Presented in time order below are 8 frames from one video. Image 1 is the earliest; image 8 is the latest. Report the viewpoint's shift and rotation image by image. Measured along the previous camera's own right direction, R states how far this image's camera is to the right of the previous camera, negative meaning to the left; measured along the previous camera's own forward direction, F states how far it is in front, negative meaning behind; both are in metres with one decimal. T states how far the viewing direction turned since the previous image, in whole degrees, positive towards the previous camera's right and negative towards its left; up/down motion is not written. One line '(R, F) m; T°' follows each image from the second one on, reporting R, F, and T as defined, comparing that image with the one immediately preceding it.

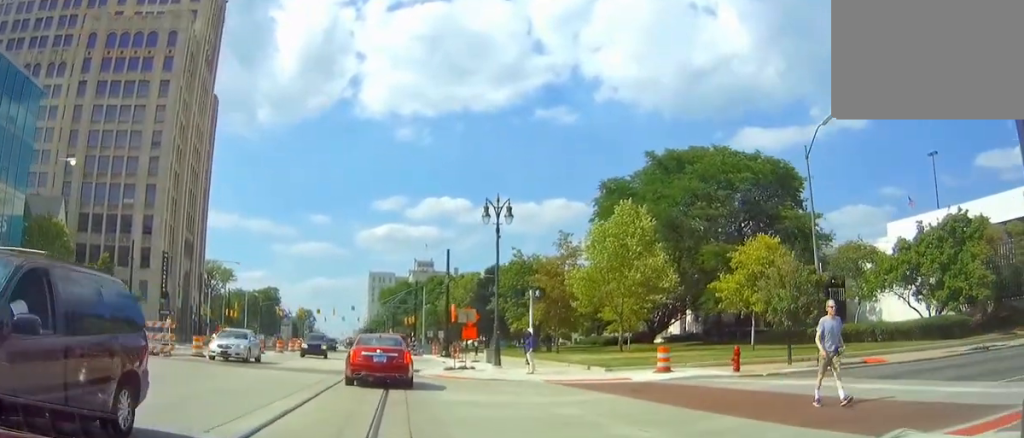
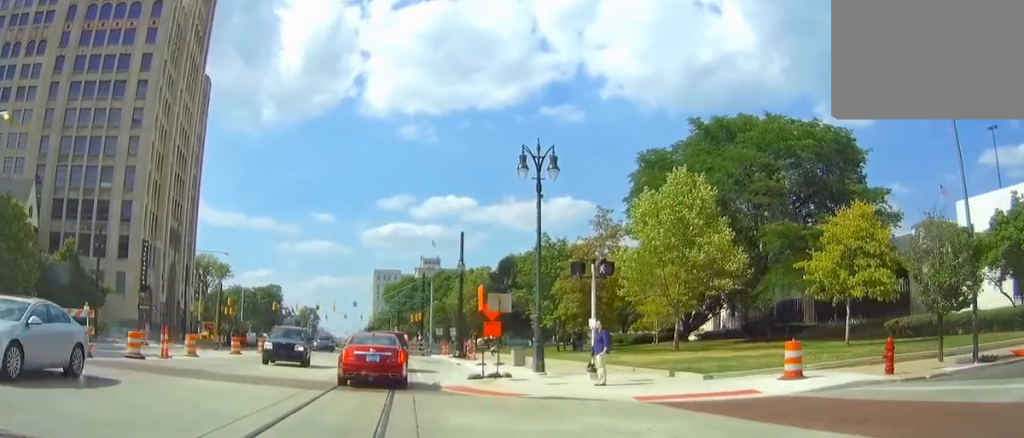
(0.0, +9.1) m; 0°
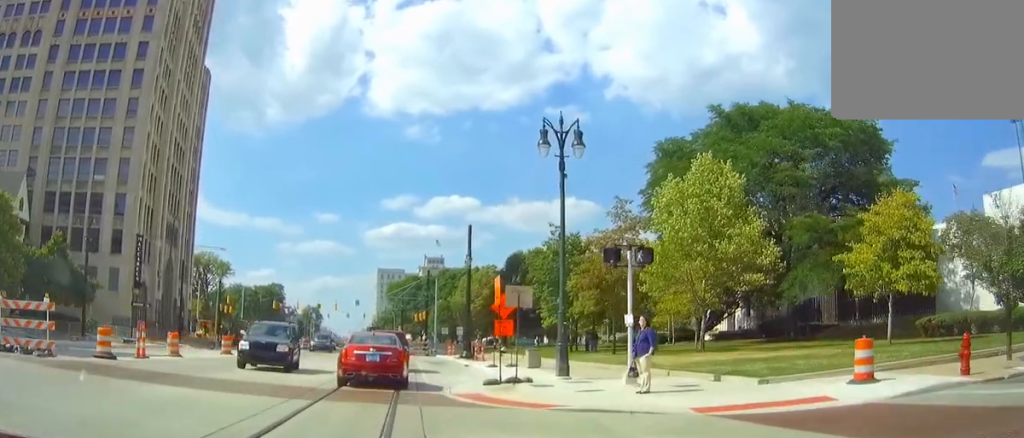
(0.0, +3.1) m; 0°
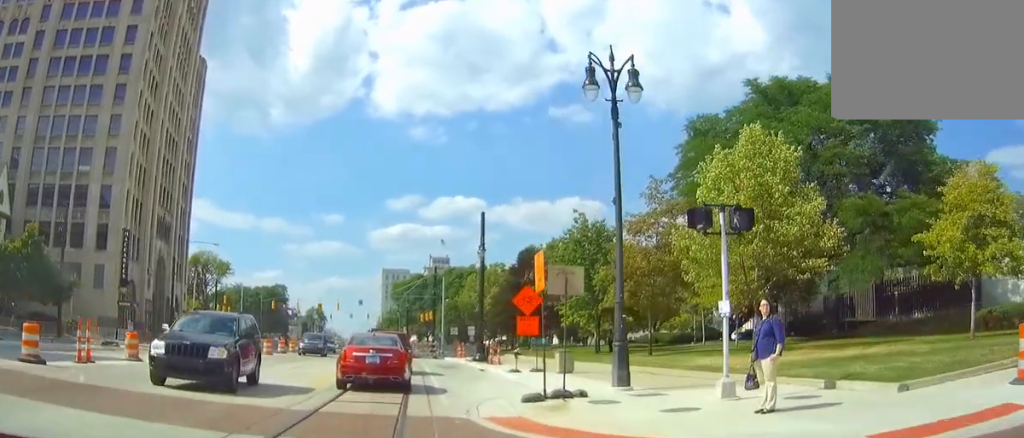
(0.0, +5.4) m; 0°
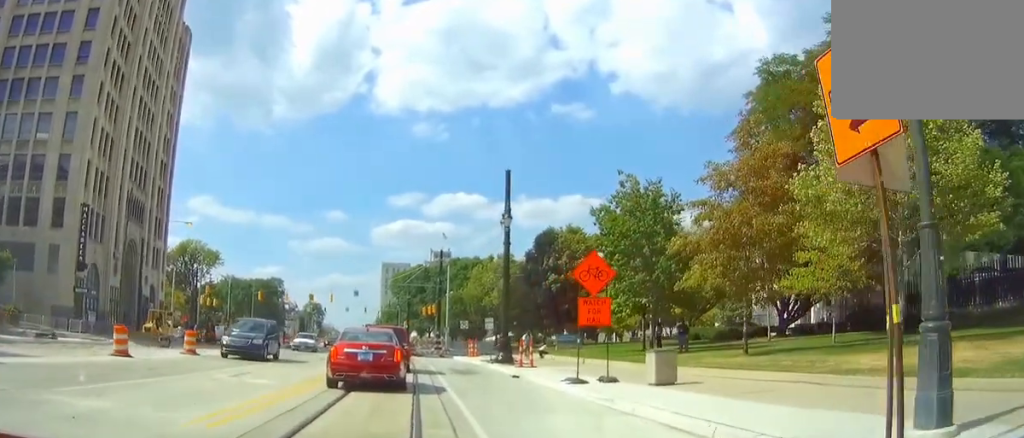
(0.0, +10.9) m; +1°
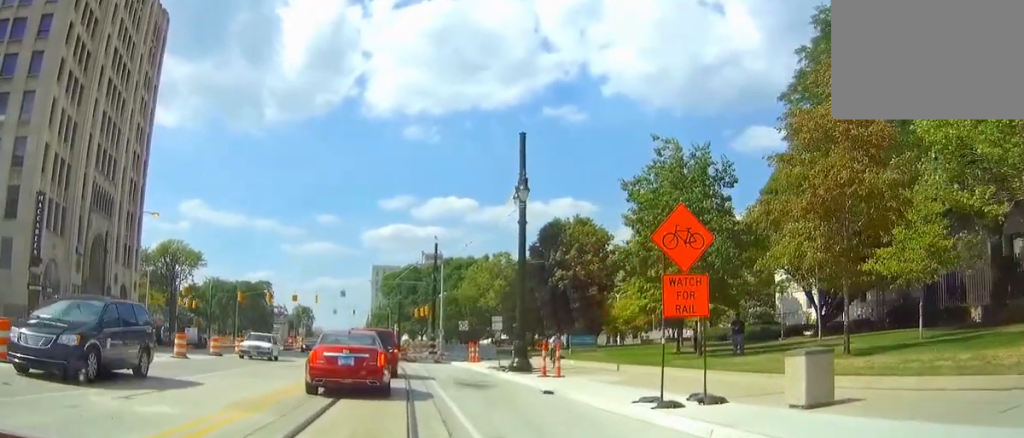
(+0.1, +7.8) m; +1°
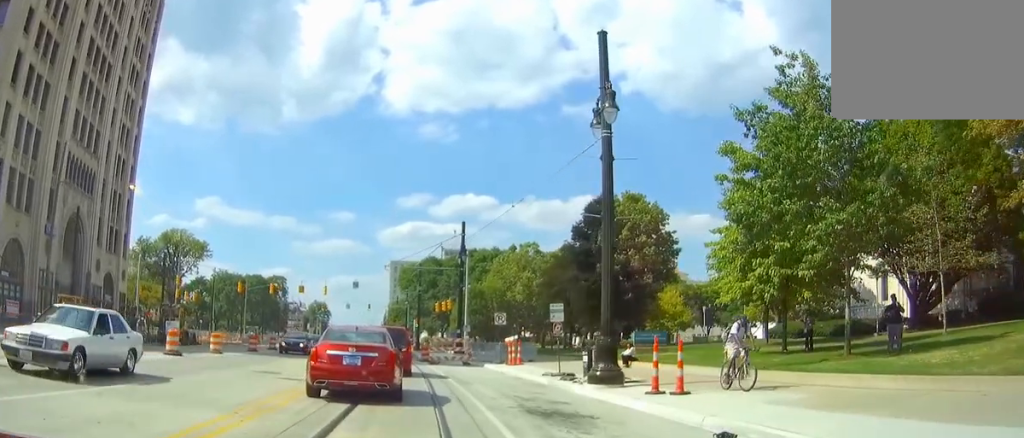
(0.0, +11.5) m; 0°
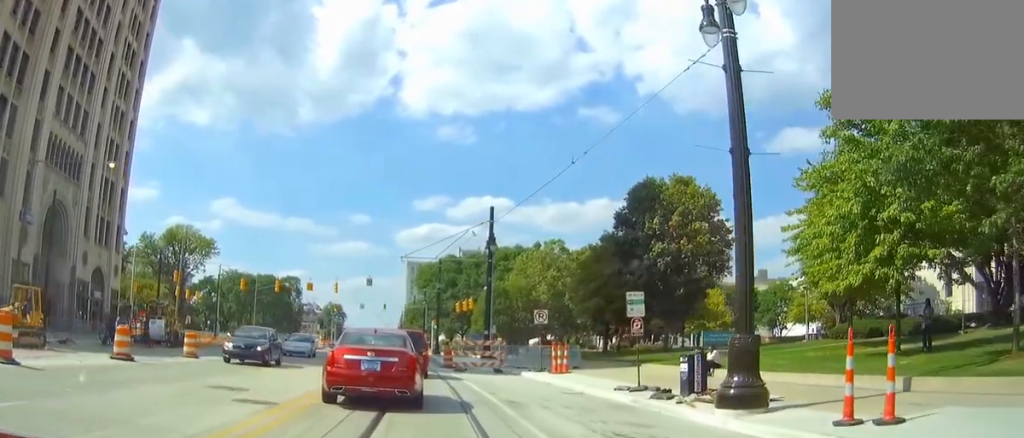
(-0.2, +8.8) m; -5°
